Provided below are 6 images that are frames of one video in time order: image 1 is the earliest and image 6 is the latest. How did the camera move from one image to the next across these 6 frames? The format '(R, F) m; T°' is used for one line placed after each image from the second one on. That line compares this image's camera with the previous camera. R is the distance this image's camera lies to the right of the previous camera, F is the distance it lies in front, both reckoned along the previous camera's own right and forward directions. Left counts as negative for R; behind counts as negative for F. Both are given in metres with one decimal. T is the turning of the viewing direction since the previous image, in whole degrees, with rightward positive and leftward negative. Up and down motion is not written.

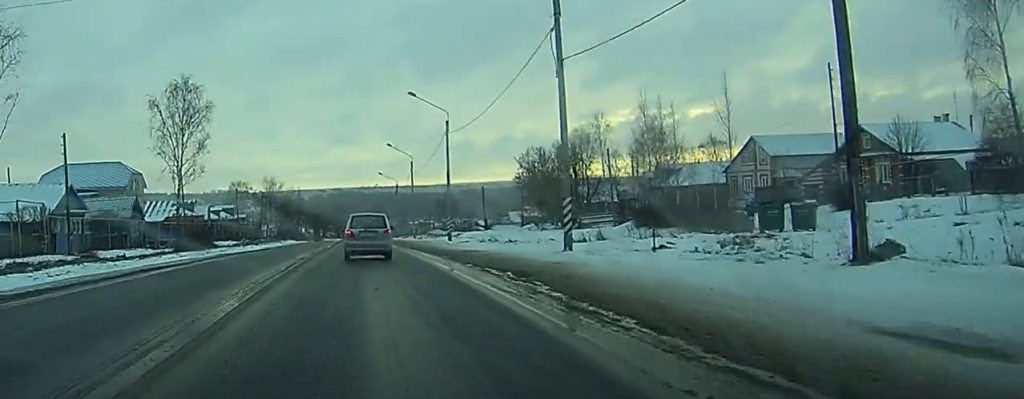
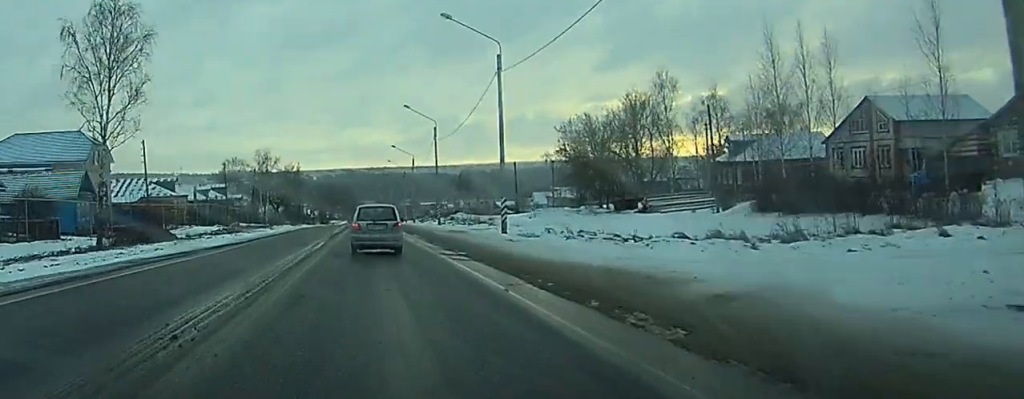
(-0.3, +20.2) m; -1°
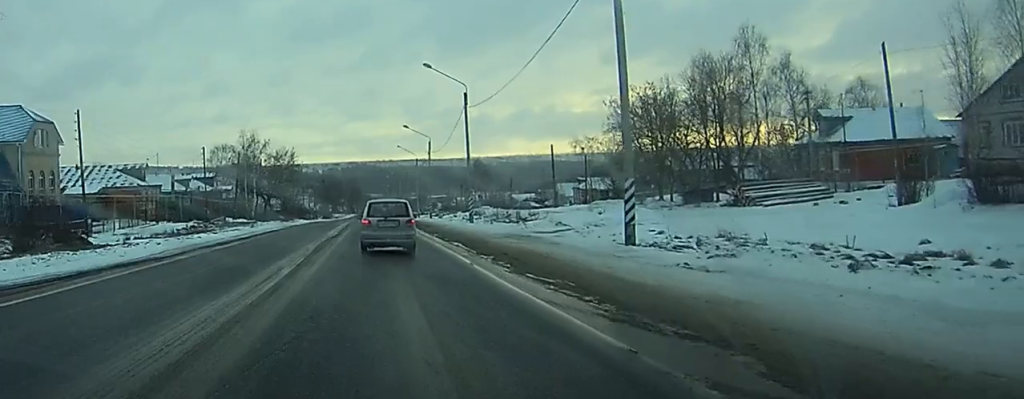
(0.0, +18.9) m; +1°
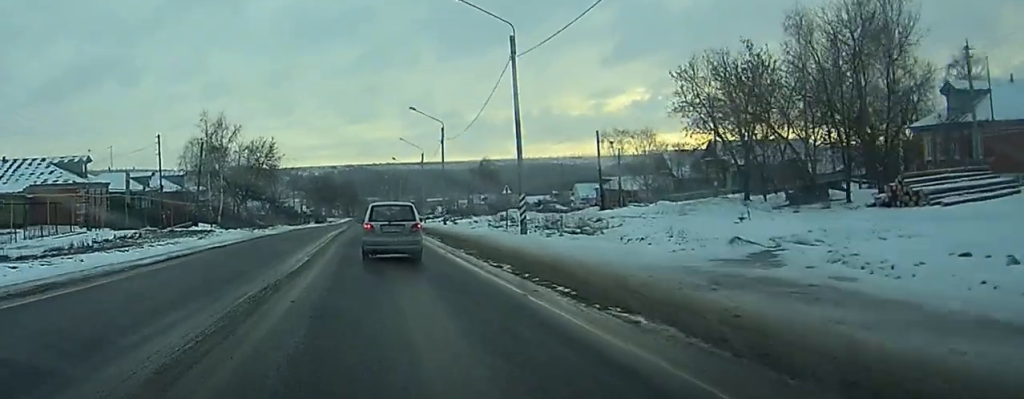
(+0.2, +20.1) m; +1°
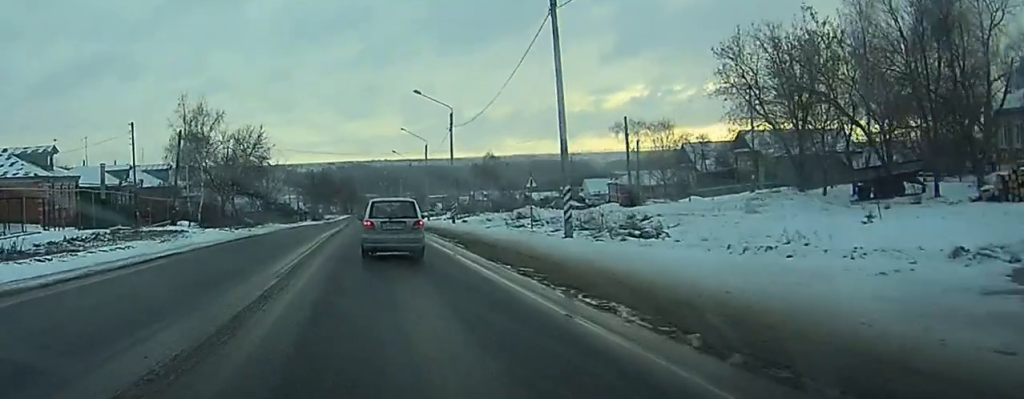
(0.0, +9.0) m; 0°
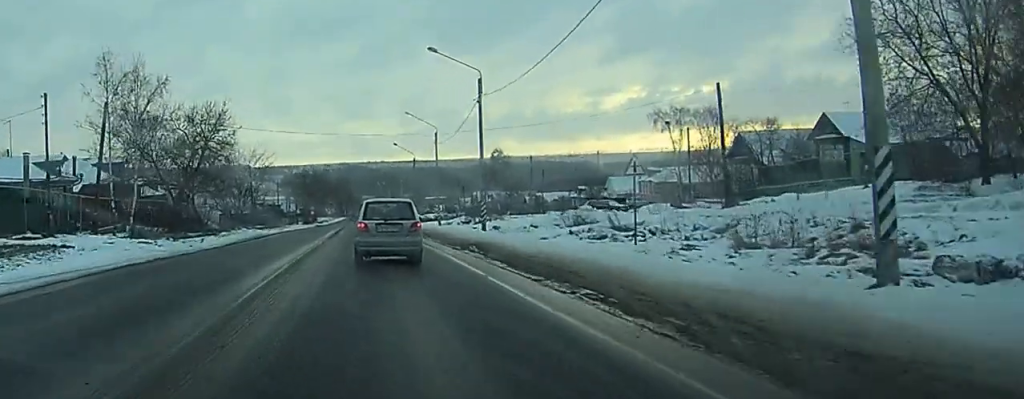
(0.0, +18.9) m; 0°
